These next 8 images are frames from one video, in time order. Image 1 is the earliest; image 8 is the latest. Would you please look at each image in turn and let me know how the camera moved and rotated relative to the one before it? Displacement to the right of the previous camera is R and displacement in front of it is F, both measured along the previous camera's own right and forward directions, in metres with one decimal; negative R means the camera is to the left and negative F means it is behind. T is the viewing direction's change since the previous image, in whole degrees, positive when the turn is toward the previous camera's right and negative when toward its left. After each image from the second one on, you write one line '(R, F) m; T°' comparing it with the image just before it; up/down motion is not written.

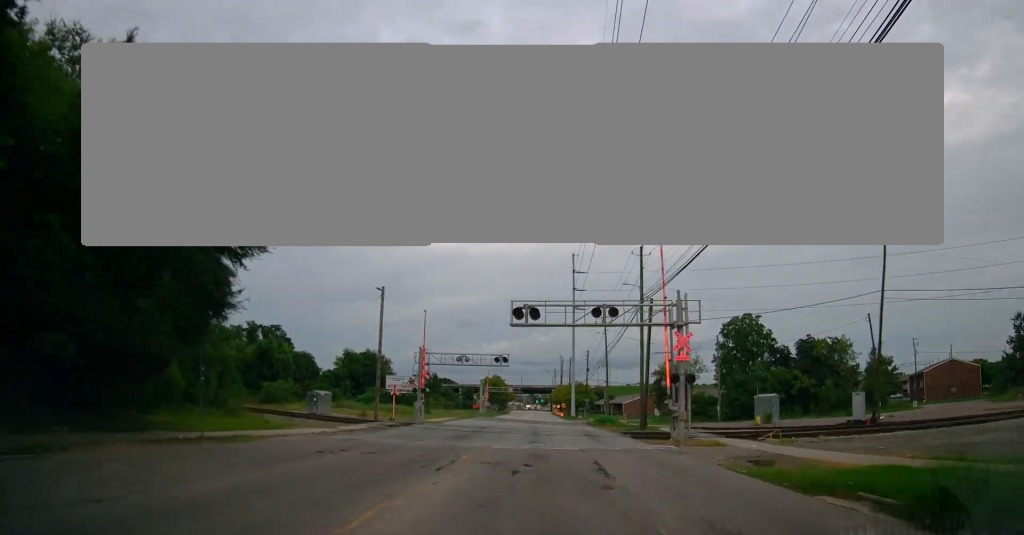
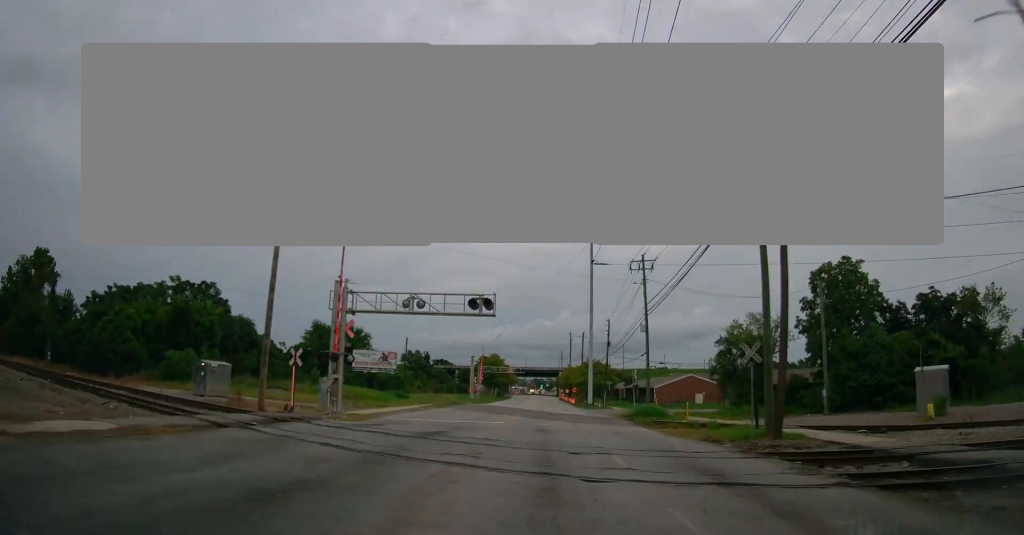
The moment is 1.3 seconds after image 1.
(-0.2, +24.0) m; -1°
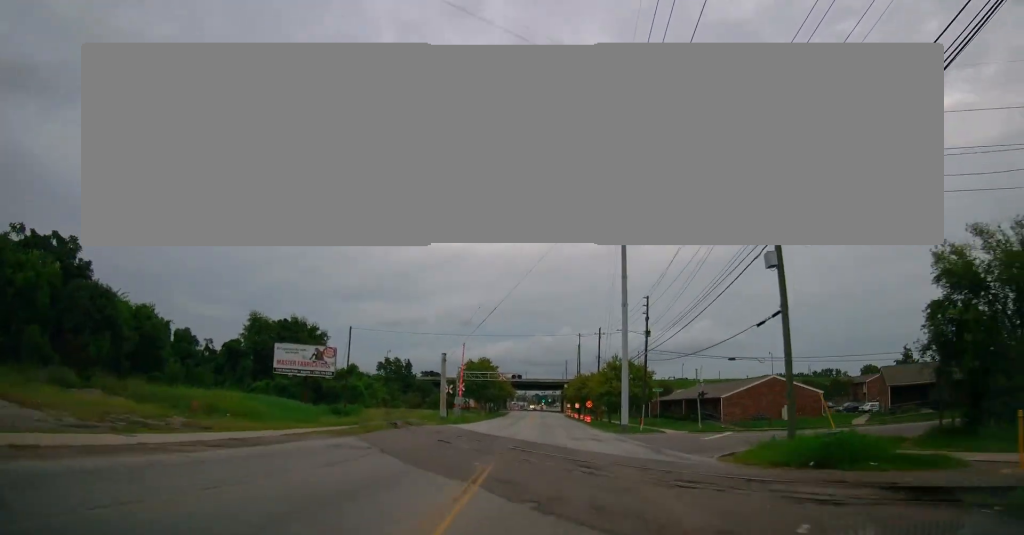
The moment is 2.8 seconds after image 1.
(-0.3, +28.8) m; +1°
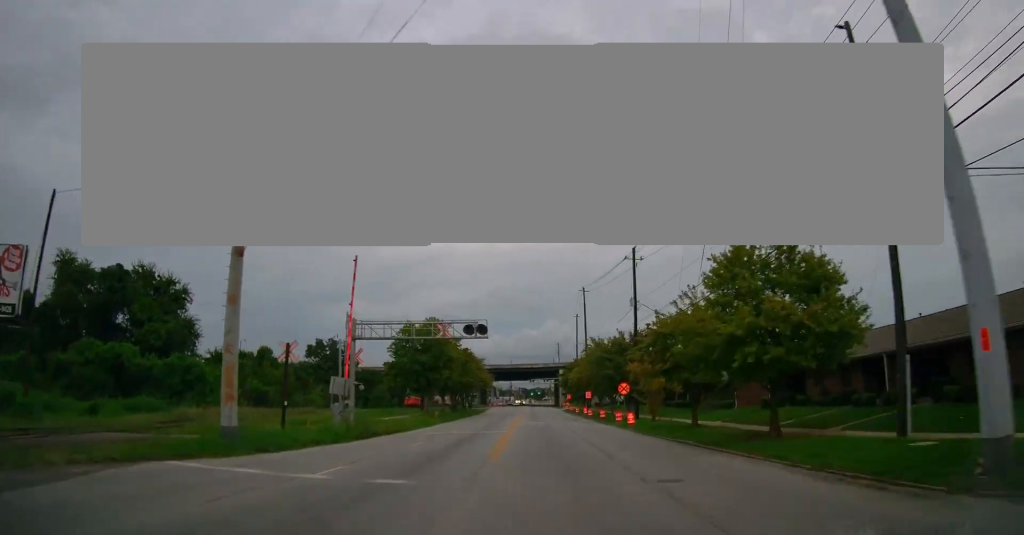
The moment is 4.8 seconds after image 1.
(+0.4, +41.5) m; +1°
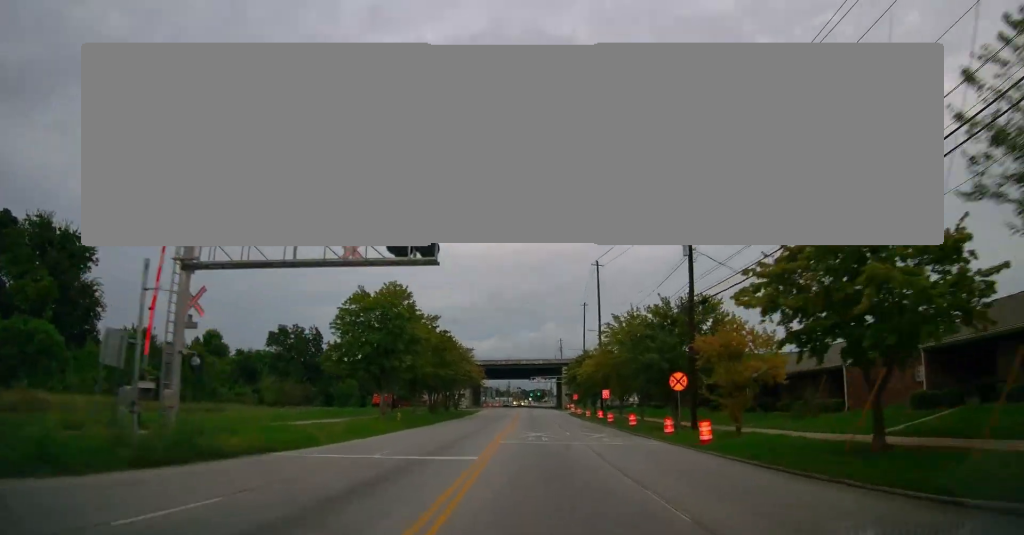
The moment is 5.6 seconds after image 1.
(+0.4, +17.4) m; 0°
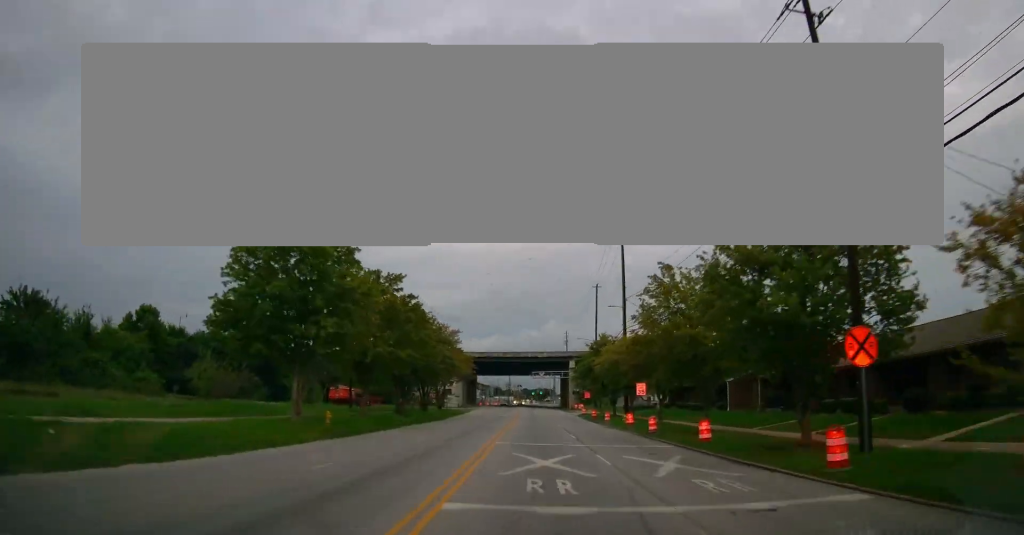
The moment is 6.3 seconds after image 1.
(-0.2, +16.4) m; 0°
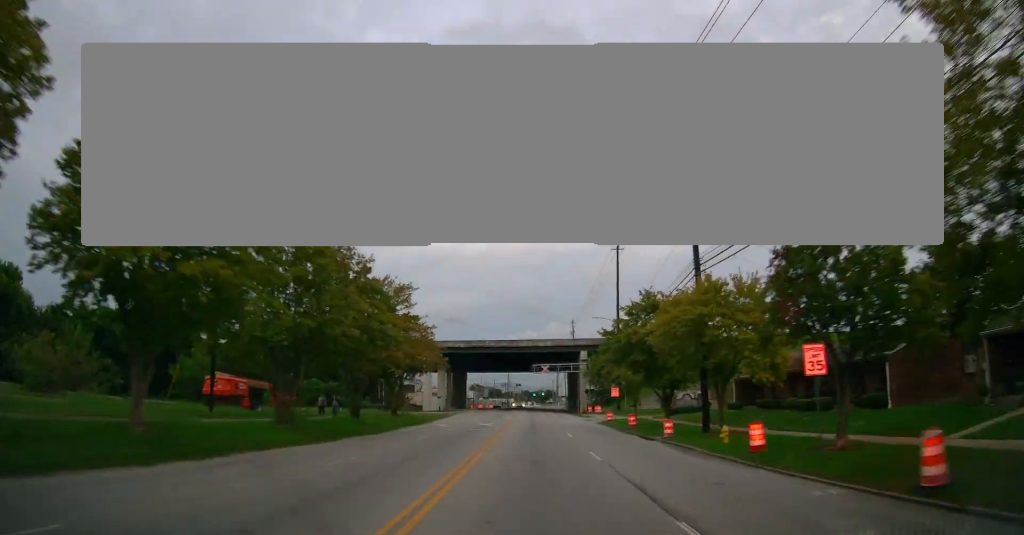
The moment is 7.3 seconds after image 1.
(+0.1, +23.0) m; 0°
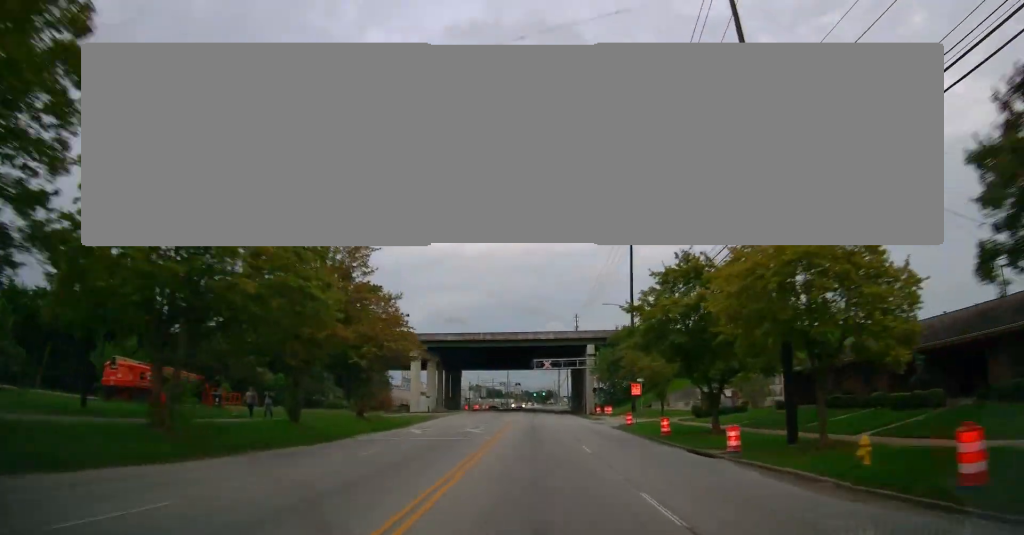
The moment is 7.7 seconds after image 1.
(+0.1, +9.3) m; 0°
